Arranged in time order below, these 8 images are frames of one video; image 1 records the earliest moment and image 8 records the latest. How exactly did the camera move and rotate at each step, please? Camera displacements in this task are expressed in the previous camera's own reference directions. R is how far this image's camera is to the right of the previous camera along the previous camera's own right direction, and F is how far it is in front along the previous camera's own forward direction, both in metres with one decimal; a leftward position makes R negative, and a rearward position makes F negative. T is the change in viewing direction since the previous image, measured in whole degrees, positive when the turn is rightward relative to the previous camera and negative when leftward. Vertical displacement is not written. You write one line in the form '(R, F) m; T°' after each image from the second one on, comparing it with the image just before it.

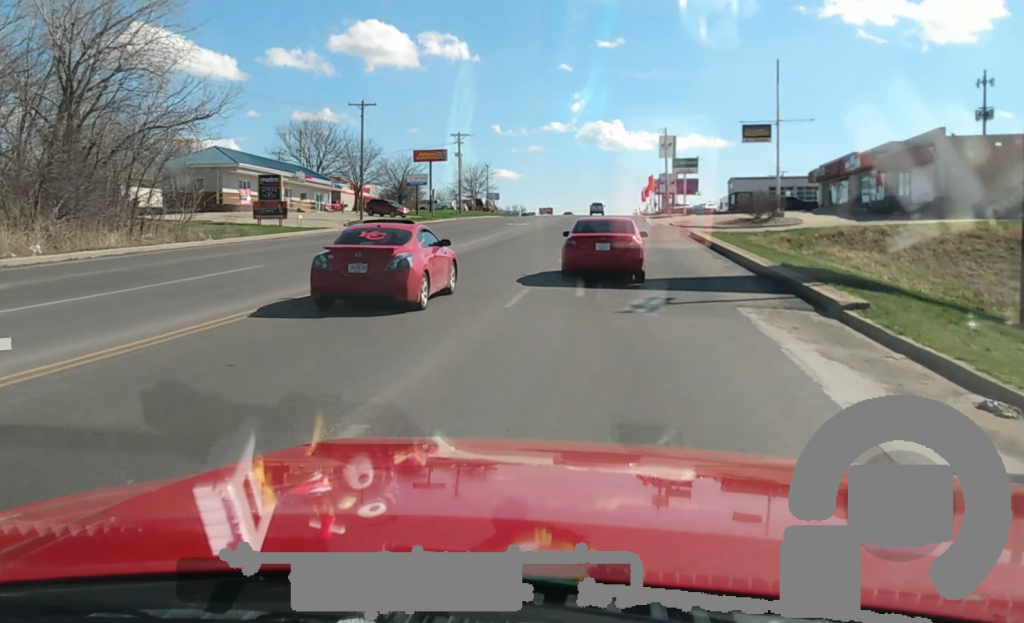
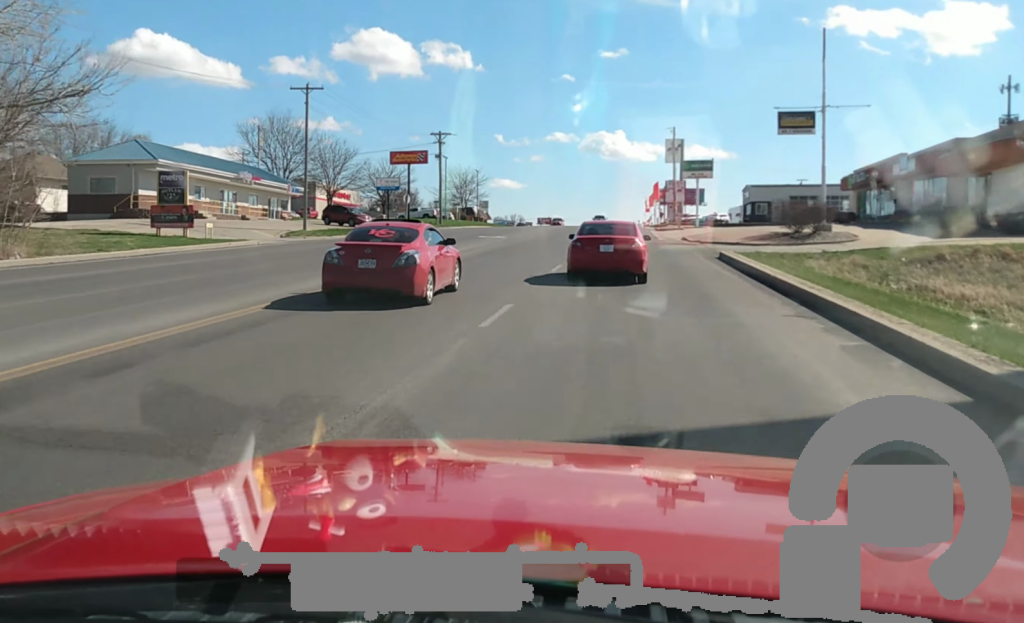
(-0.2, +14.5) m; -1°
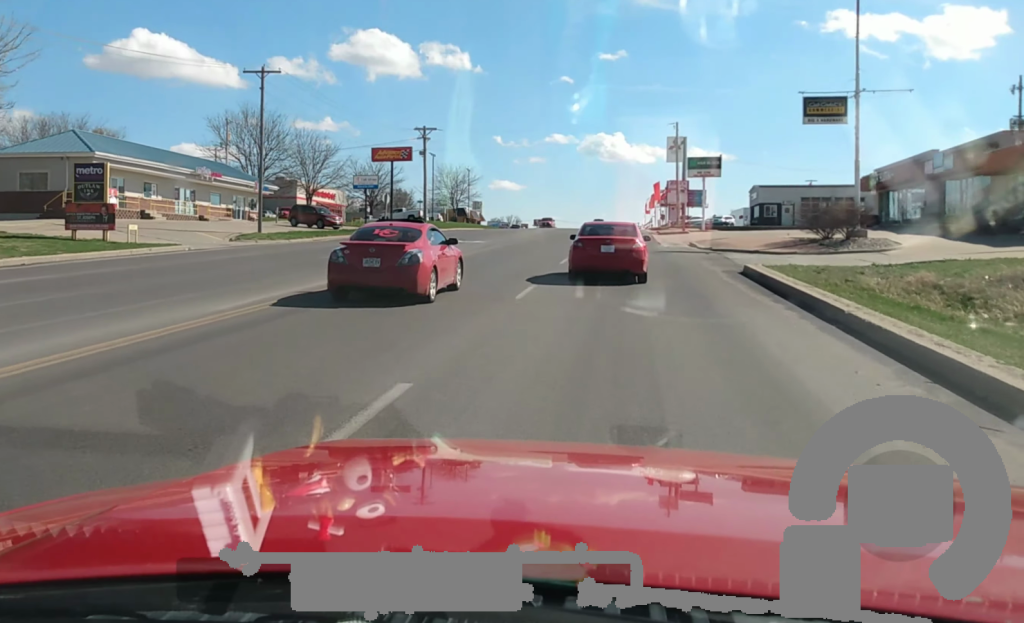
(0.0, +7.3) m; +1°
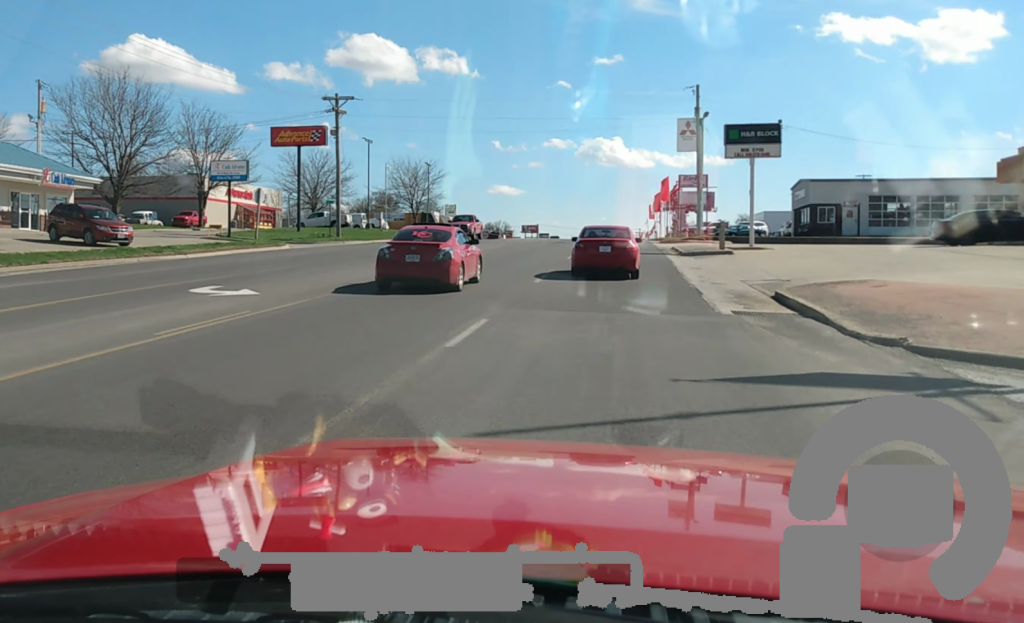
(+1.1, +31.2) m; +3°
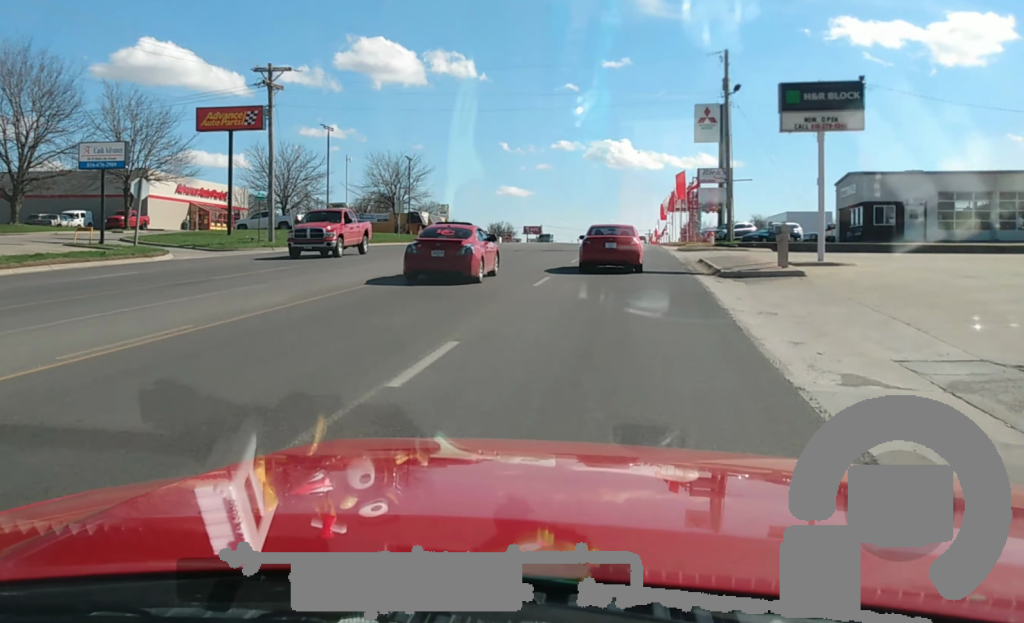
(0.0, +15.0) m; -1°
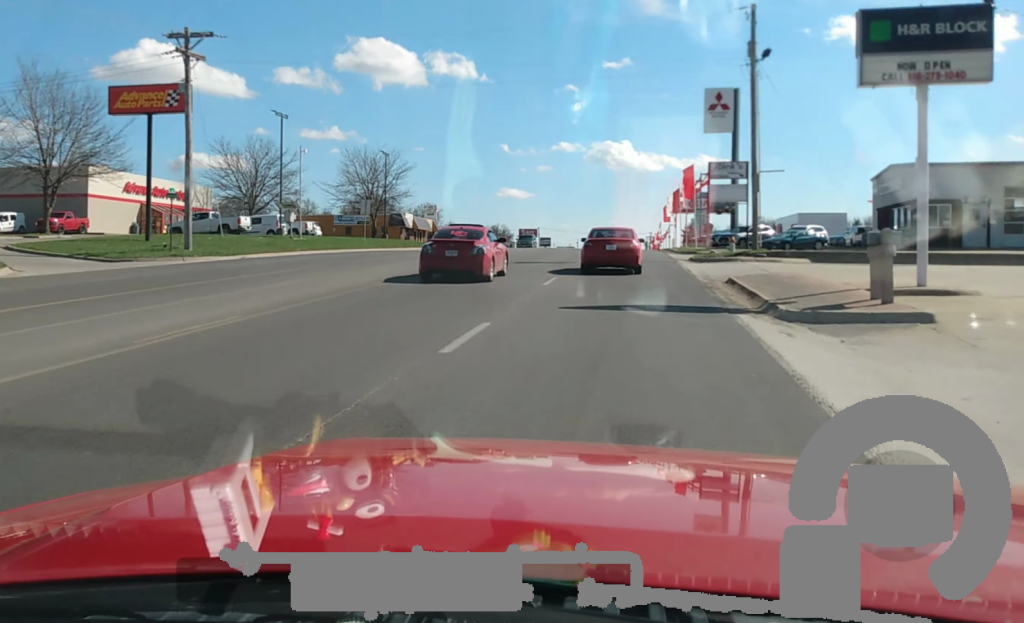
(-0.2, +10.6) m; 0°
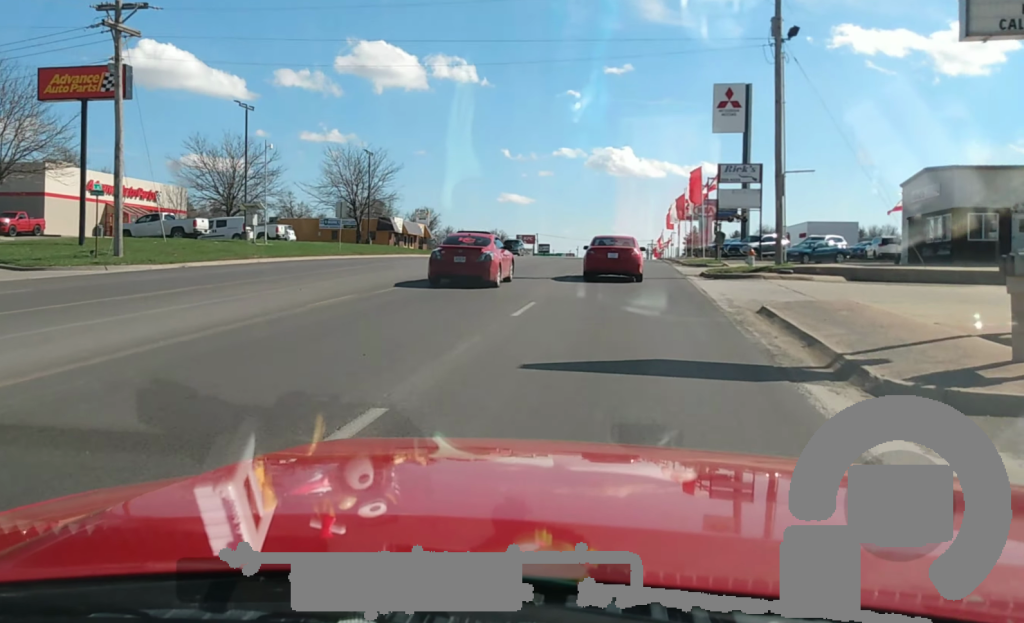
(0.0, +6.4) m; 0°
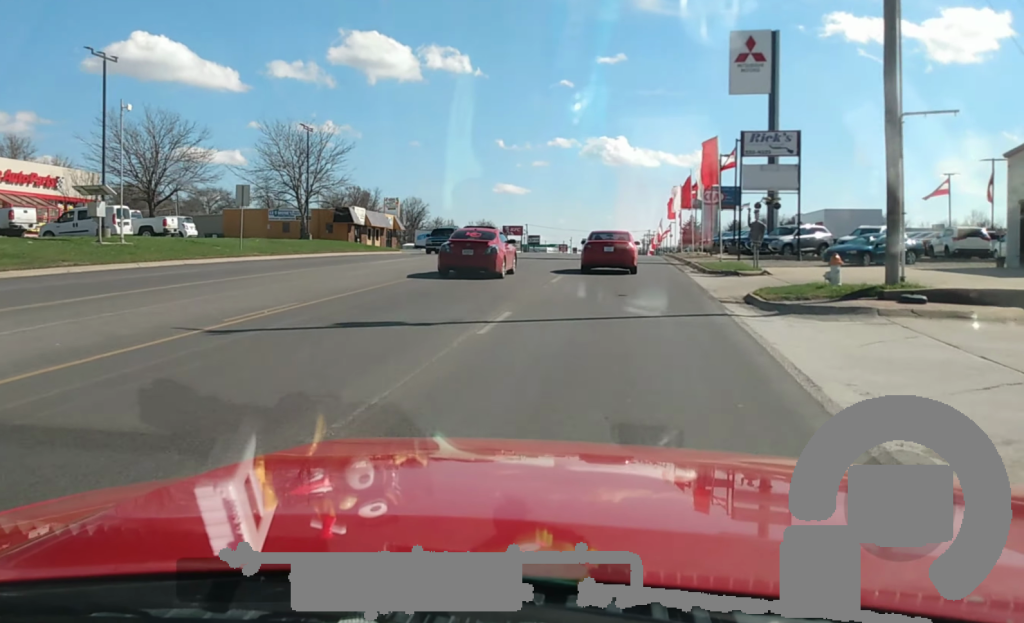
(+0.2, +15.6) m; 0°
